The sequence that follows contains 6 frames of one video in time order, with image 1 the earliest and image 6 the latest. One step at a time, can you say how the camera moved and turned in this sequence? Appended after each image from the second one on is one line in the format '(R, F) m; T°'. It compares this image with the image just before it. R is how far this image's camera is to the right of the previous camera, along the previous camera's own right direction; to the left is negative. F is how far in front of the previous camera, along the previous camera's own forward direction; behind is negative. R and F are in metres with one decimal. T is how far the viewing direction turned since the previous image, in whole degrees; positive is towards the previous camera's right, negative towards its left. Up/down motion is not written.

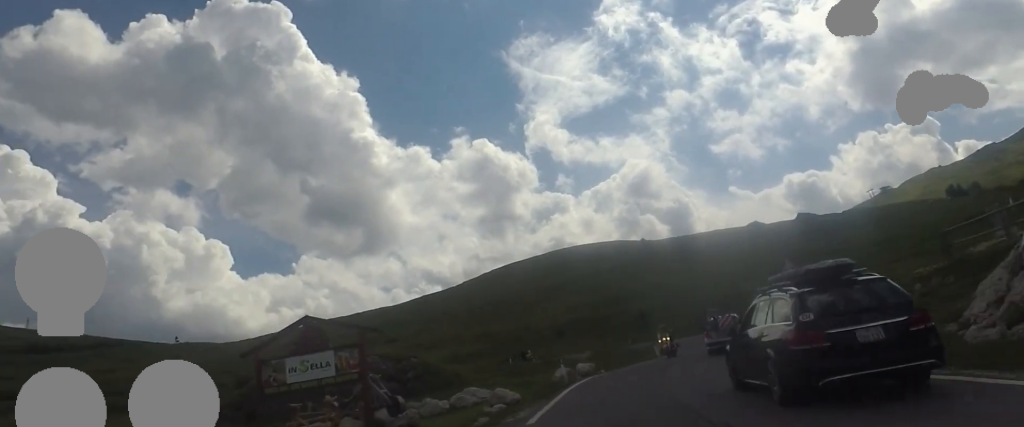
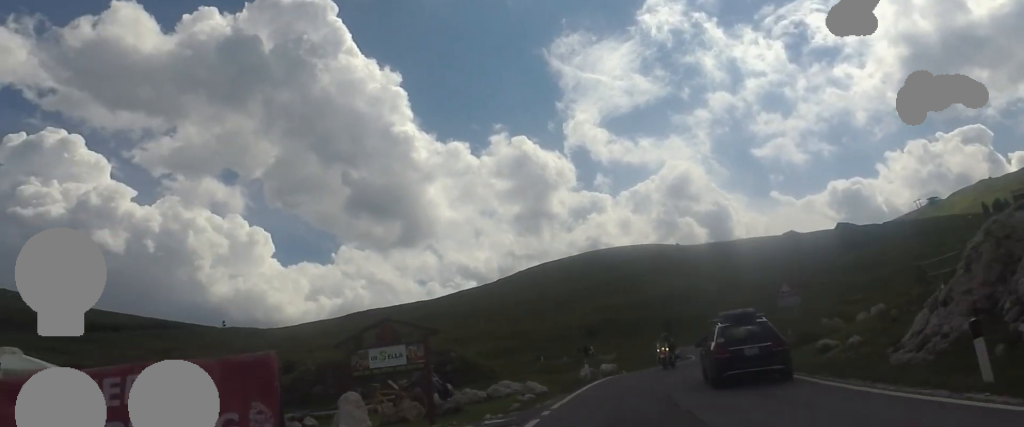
(-0.3, +3.6) m; -2°
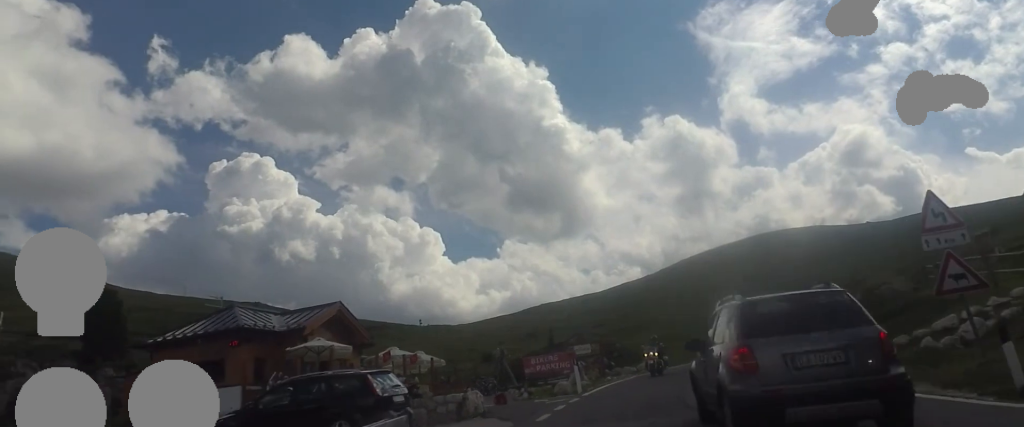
(-1.9, +19.0) m; -15°
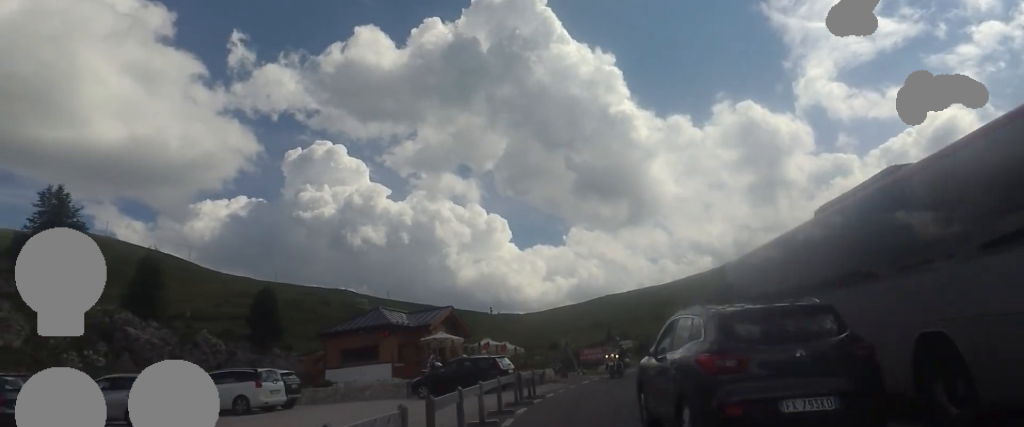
(-1.1, +11.6) m; -3°
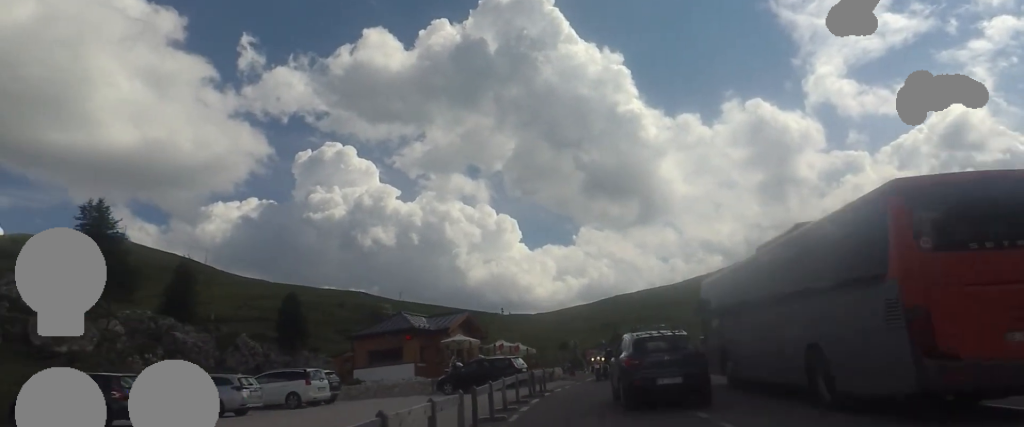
(+0.5, +3.3) m; 0°
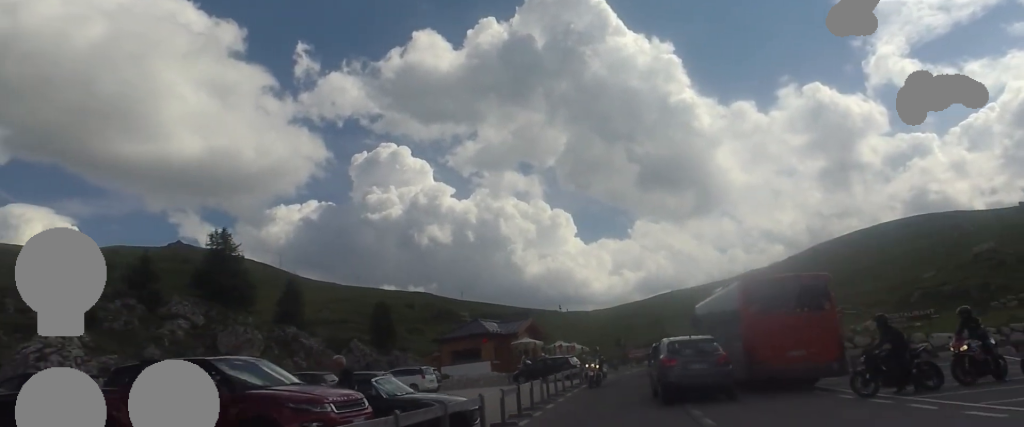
(-0.5, +9.4) m; -8°
